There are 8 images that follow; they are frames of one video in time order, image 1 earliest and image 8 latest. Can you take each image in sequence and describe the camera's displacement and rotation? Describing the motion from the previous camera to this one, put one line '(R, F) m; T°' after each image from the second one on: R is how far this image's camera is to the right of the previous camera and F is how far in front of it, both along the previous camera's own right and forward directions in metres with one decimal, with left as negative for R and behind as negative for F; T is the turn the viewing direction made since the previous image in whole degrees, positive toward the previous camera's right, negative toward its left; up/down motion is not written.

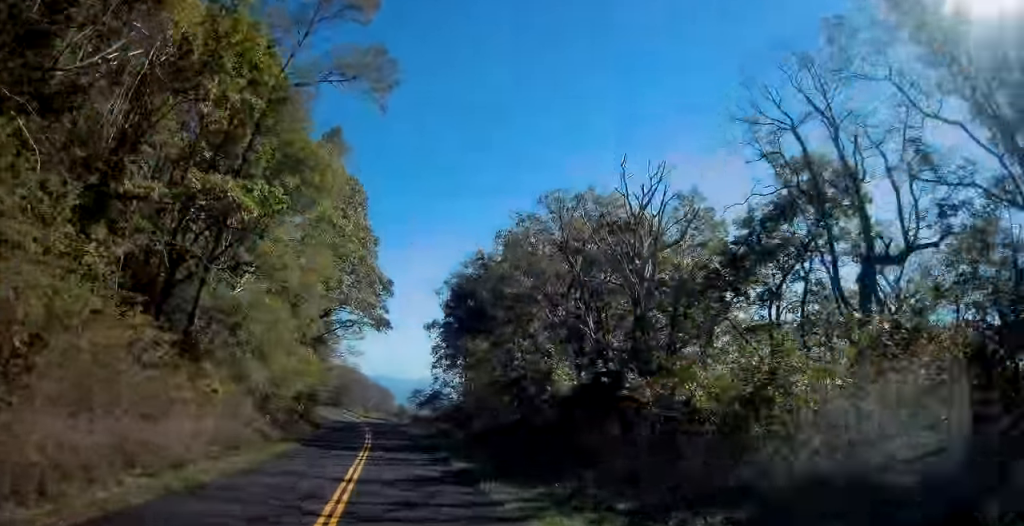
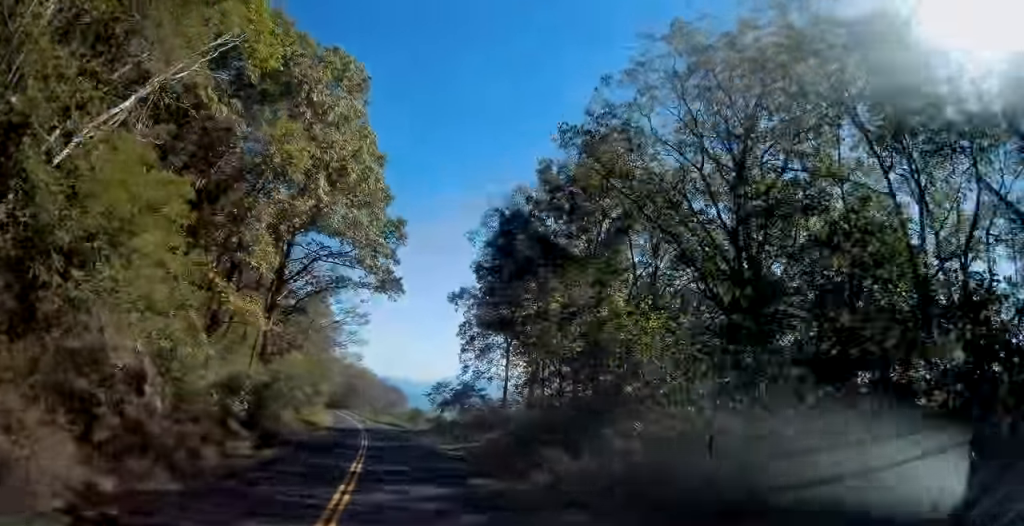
(-0.2, +21.0) m; -1°
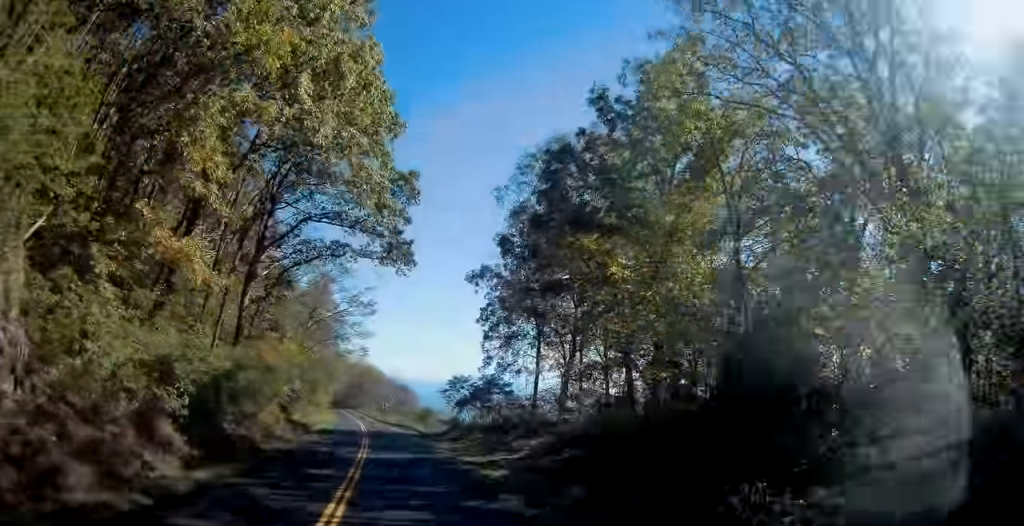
(0.0, +8.8) m; -1°
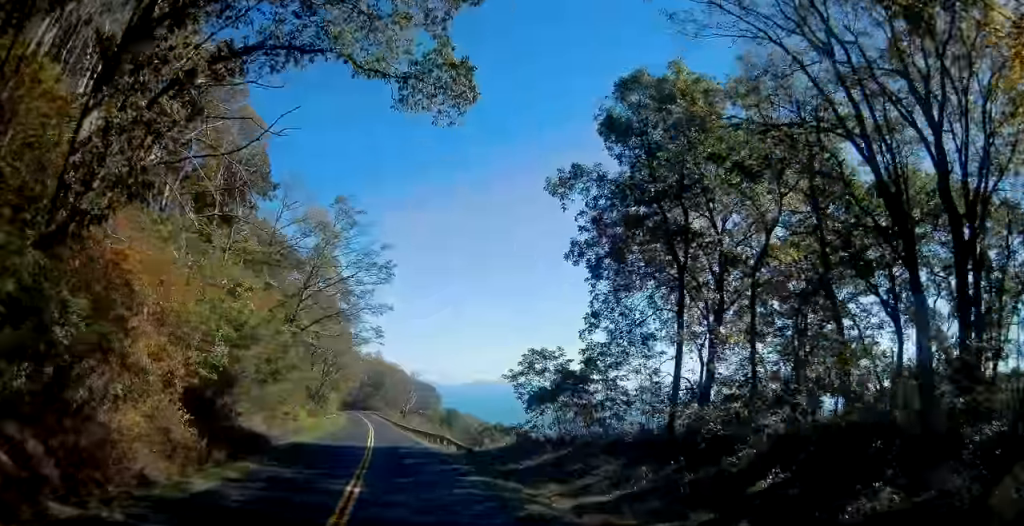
(-0.5, +21.0) m; -2°
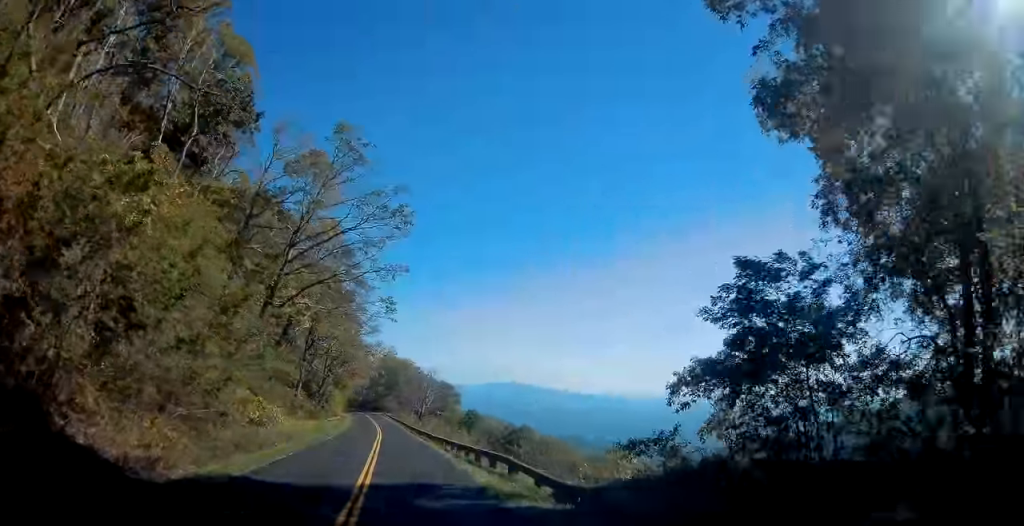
(0.0, +15.8) m; -2°
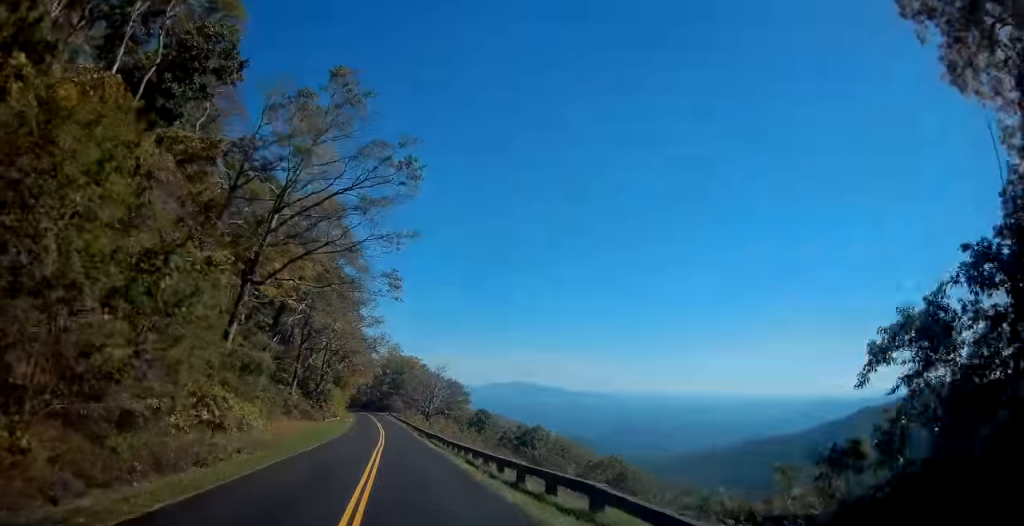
(-0.1, +8.0) m; -1°
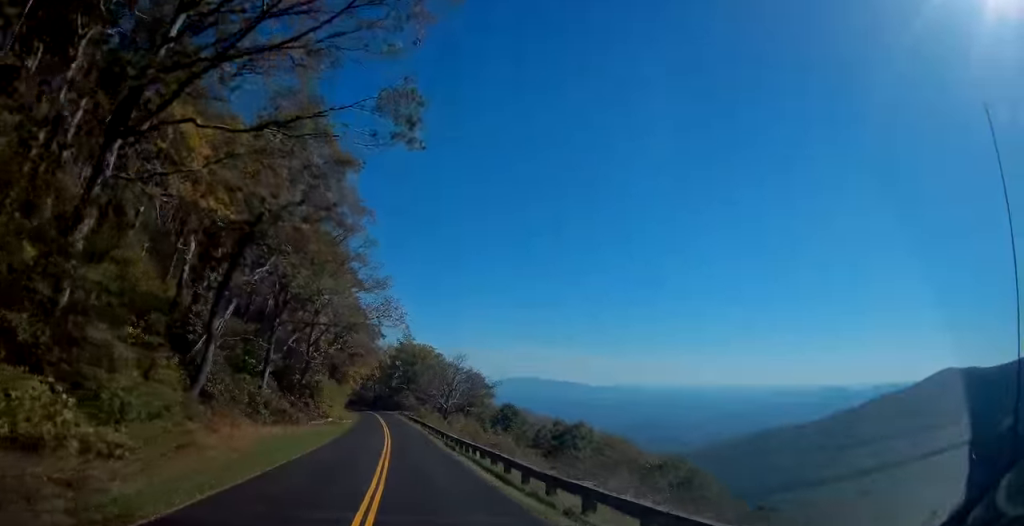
(-0.2, +21.1) m; 0°
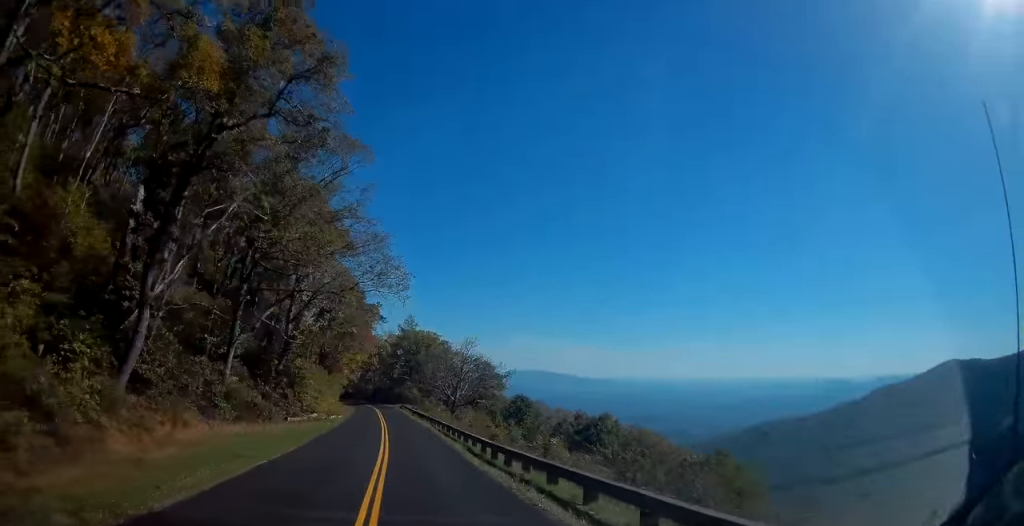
(+0.1, +12.1) m; 0°
